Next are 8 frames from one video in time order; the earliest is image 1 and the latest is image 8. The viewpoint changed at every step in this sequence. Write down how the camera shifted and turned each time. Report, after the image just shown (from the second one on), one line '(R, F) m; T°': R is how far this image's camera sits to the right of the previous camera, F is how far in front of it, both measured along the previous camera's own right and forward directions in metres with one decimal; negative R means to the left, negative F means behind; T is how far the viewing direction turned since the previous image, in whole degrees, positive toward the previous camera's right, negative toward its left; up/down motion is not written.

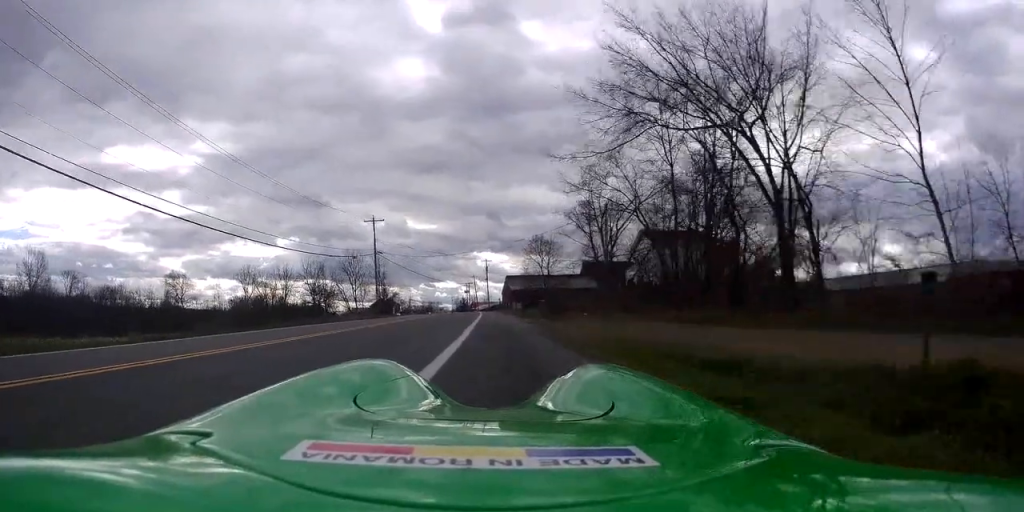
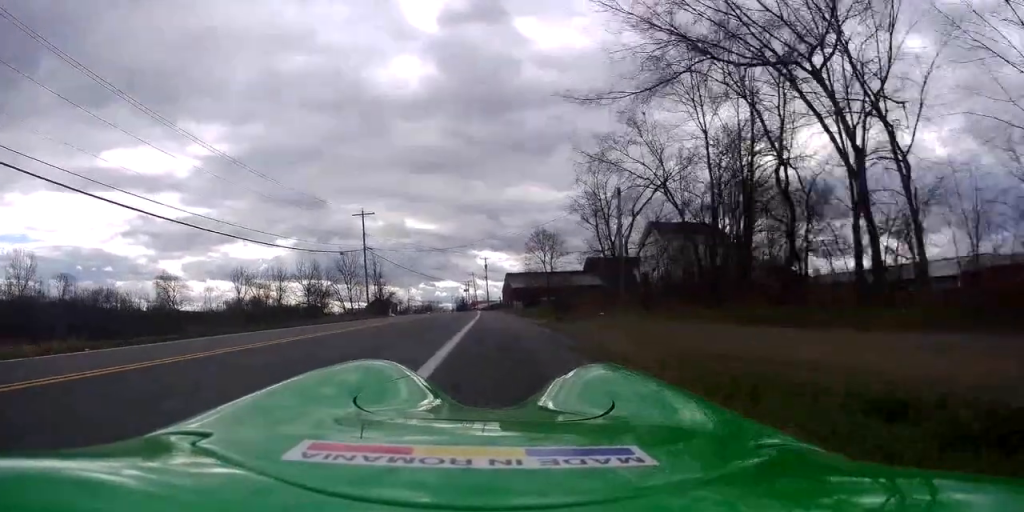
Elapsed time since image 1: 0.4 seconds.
(0.0, +5.3) m; -1°
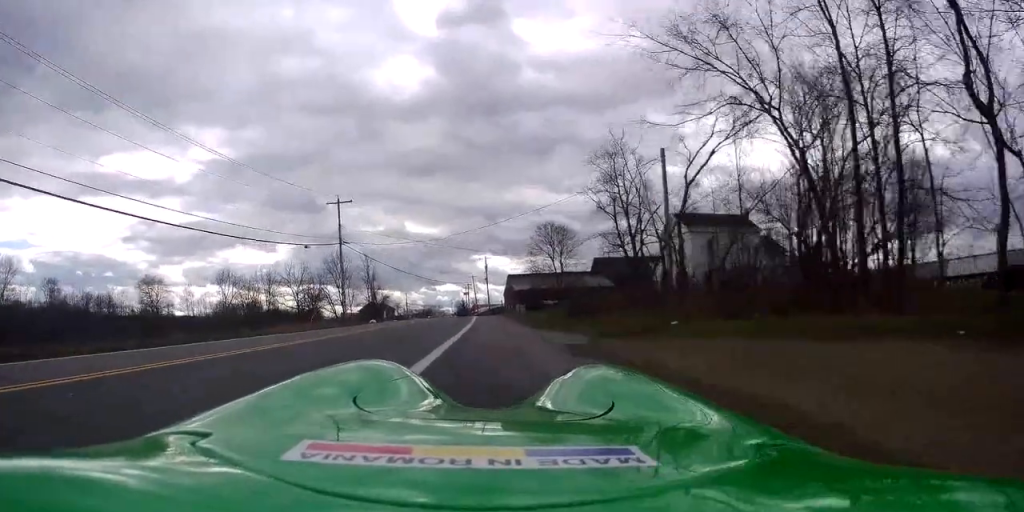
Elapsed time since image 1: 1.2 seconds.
(-0.3, +9.9) m; +1°
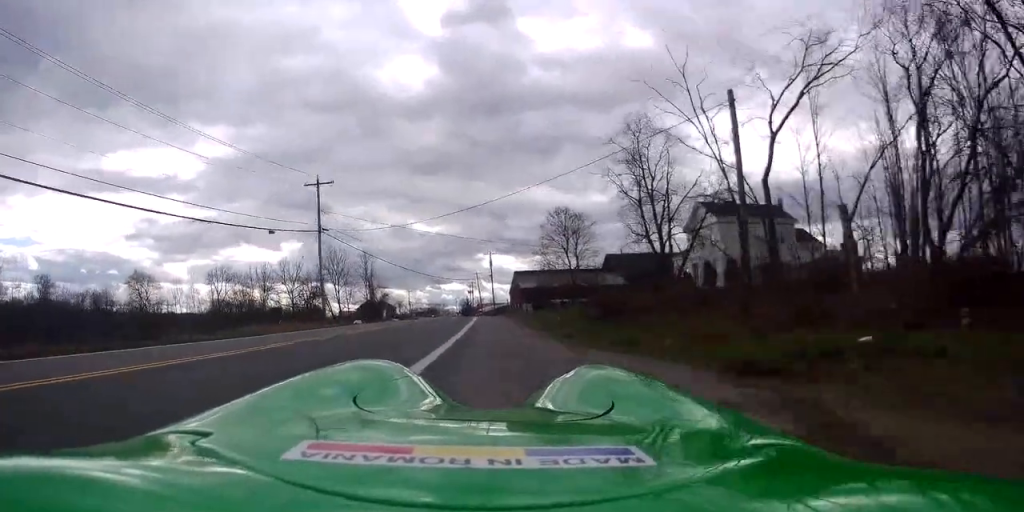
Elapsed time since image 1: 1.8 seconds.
(0.0, +7.7) m; +2°
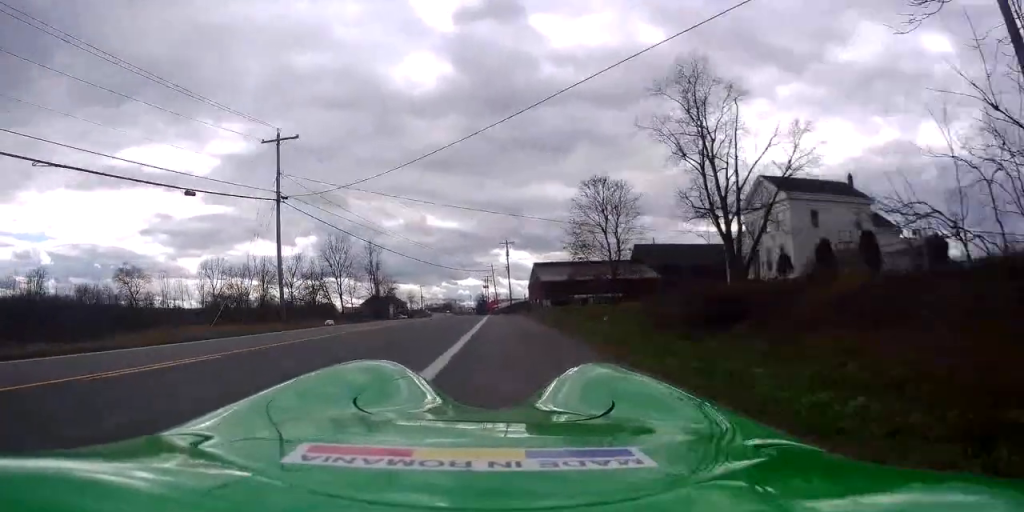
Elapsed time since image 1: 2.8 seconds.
(+0.7, +11.6) m; 0°
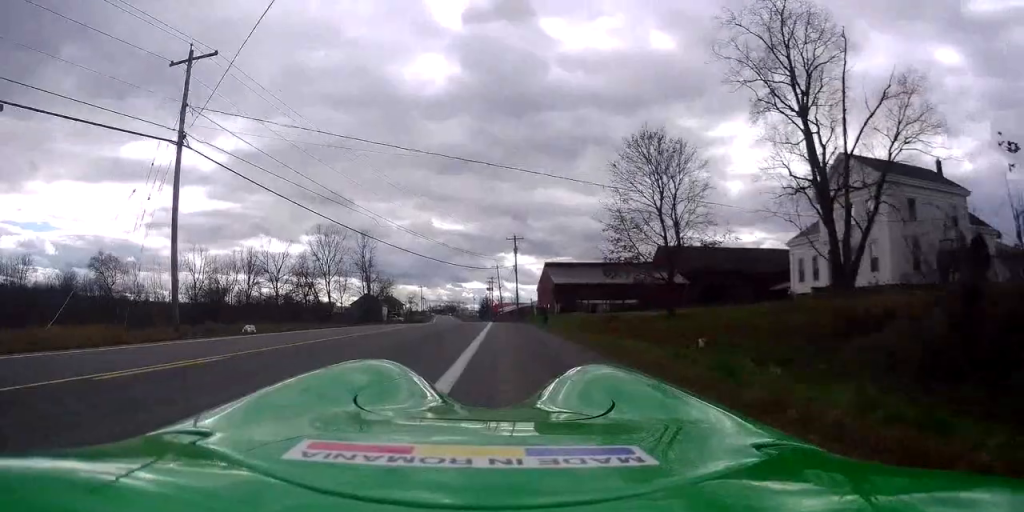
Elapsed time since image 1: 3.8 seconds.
(-0.6, +12.5) m; -4°
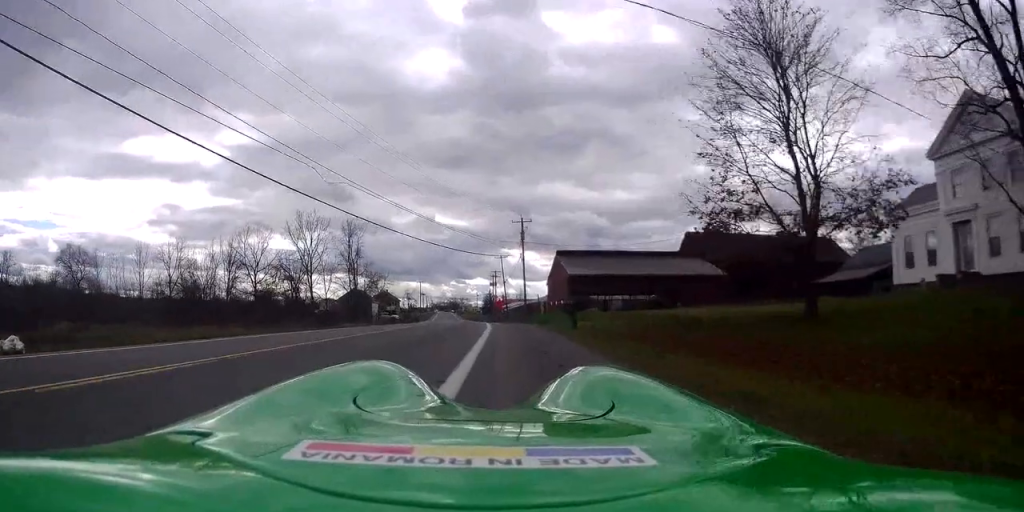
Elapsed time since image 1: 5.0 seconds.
(-0.2, +13.2) m; -1°
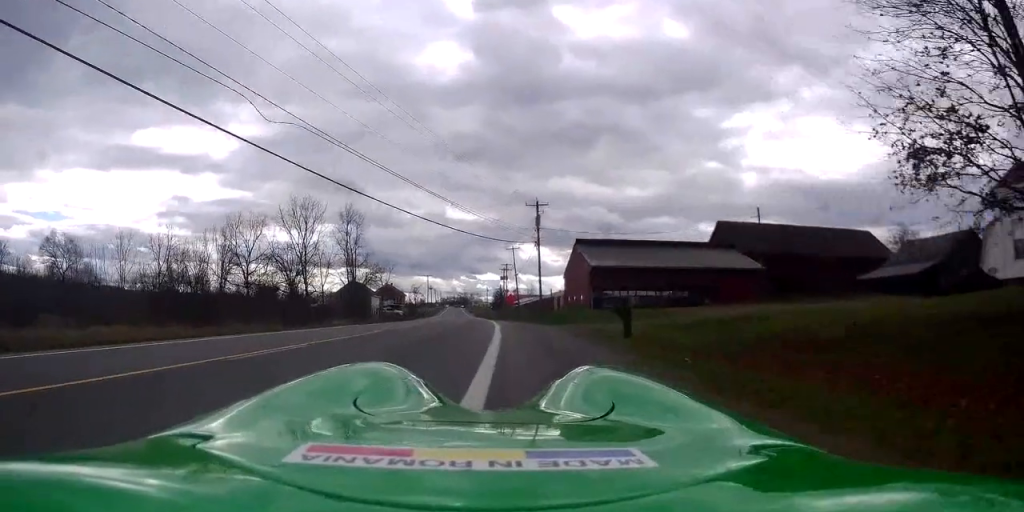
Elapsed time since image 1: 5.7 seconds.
(0.0, +8.6) m; -1°
